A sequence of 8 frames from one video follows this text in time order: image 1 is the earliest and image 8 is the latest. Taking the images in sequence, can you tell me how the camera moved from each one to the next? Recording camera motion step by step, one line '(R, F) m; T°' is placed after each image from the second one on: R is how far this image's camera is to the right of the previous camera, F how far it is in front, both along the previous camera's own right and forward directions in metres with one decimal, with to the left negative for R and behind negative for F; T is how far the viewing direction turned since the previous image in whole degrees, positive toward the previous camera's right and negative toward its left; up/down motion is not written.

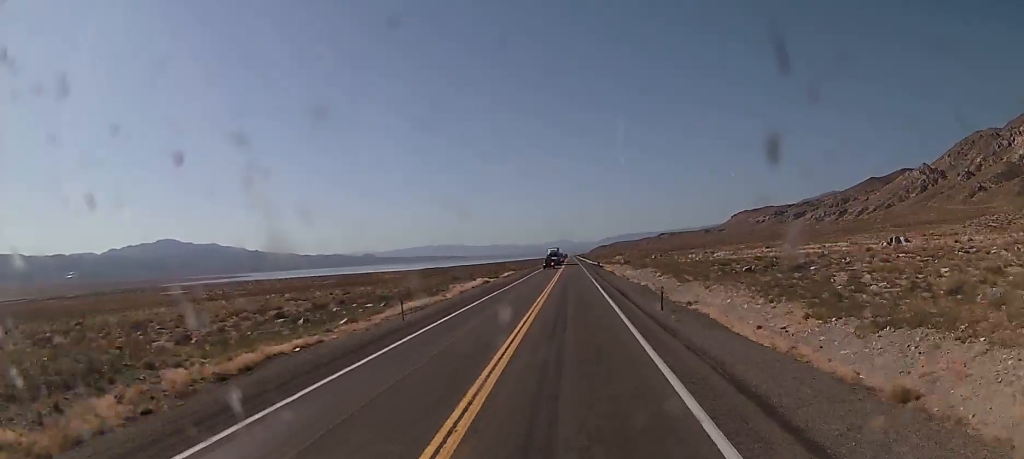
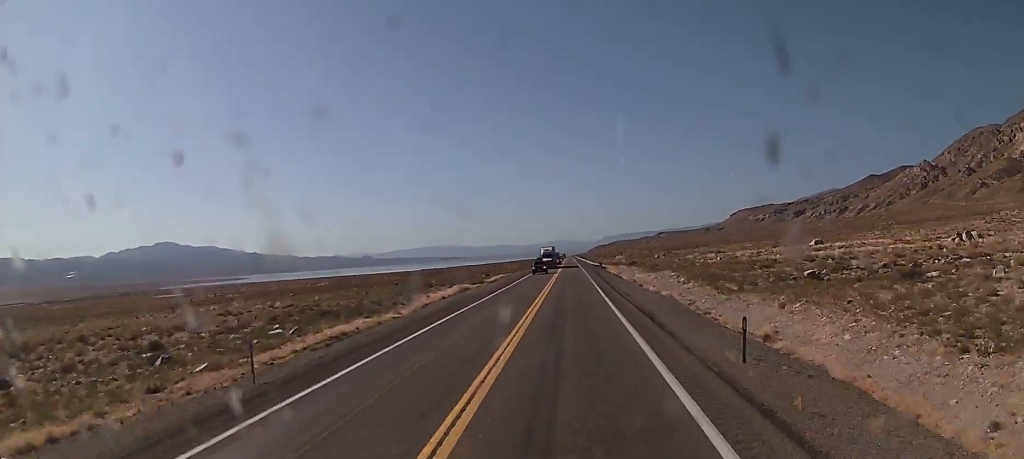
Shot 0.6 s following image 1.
(0.0, +15.2) m; 0°
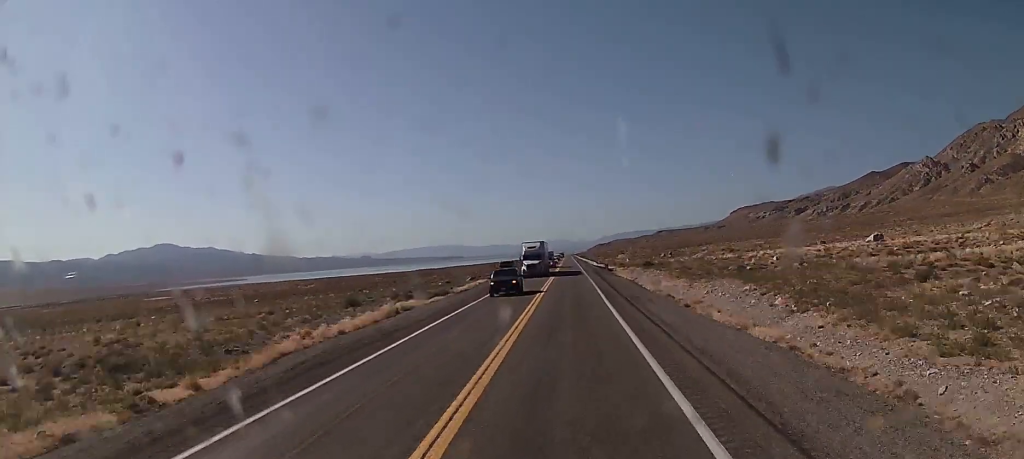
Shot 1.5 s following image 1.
(+0.1, +24.1) m; 0°
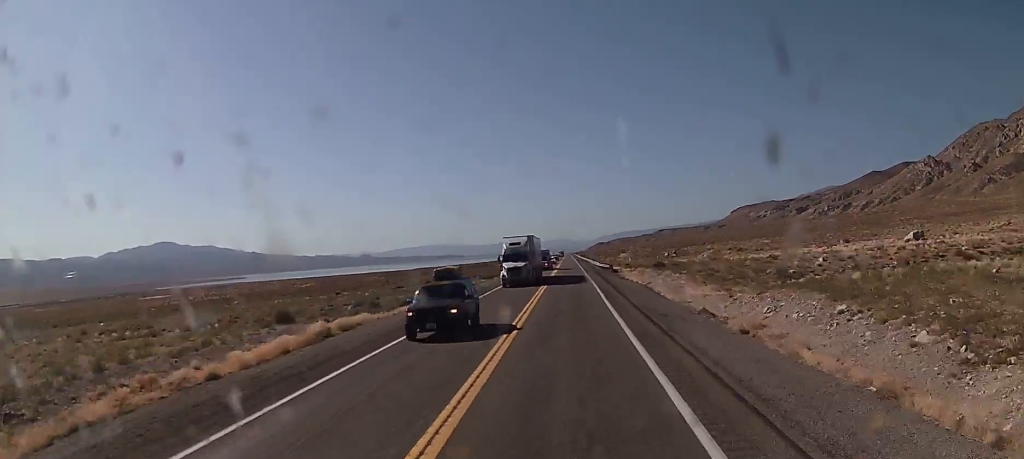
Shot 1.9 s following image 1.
(0.0, +11.6) m; 0°
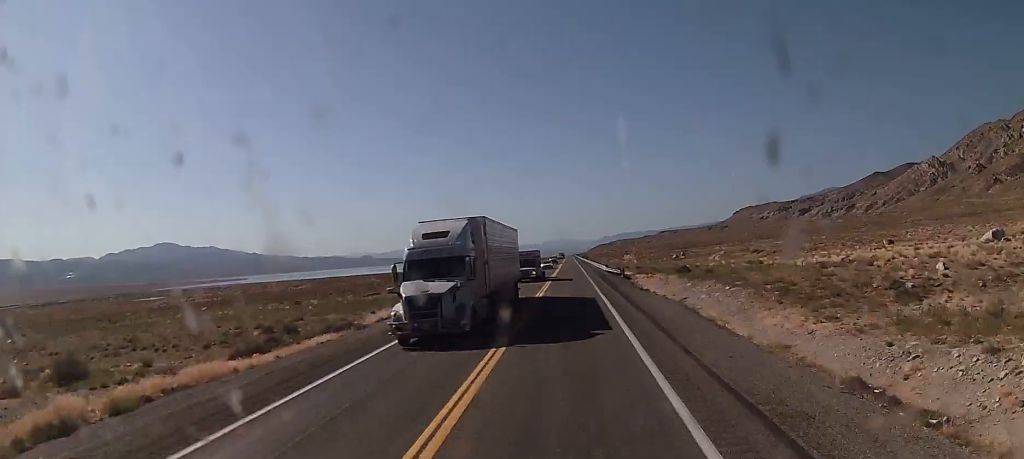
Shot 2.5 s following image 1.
(0.0, +16.9) m; 0°
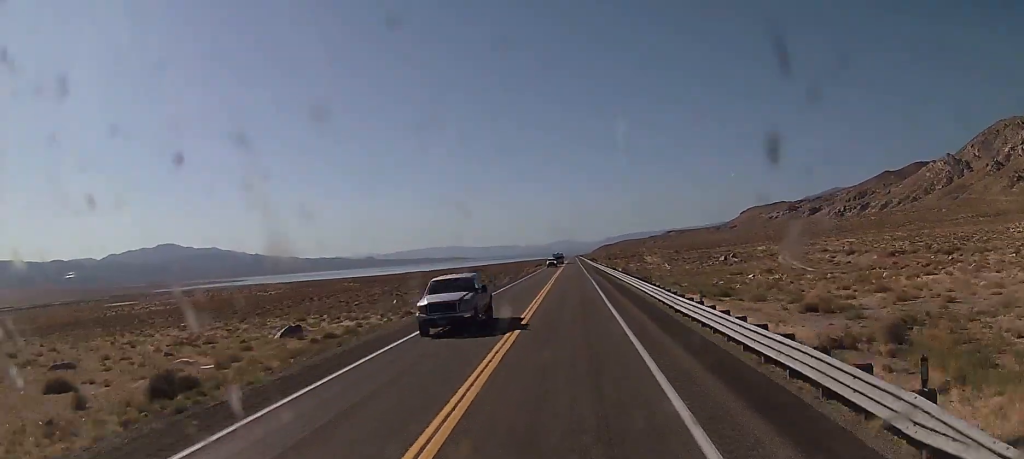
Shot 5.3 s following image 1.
(-0.4, +74.2) m; 0°
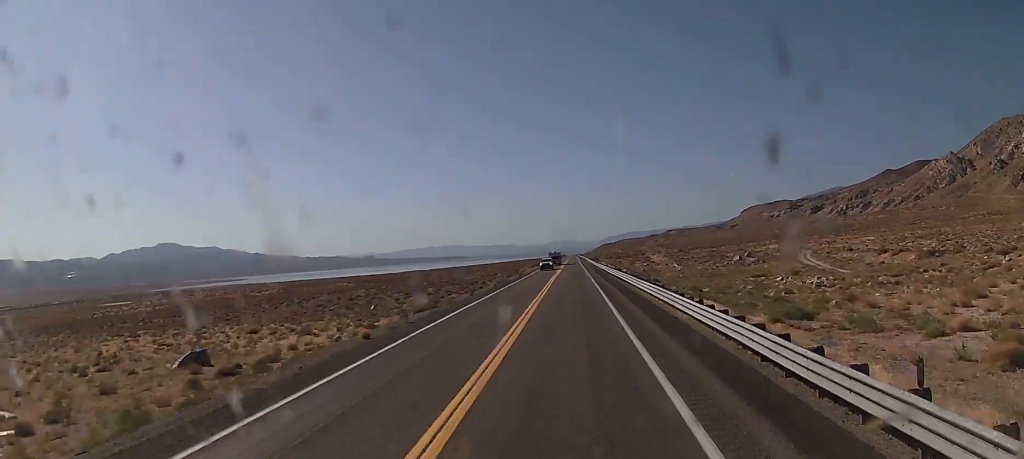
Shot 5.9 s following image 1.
(0.0, +15.1) m; 0°
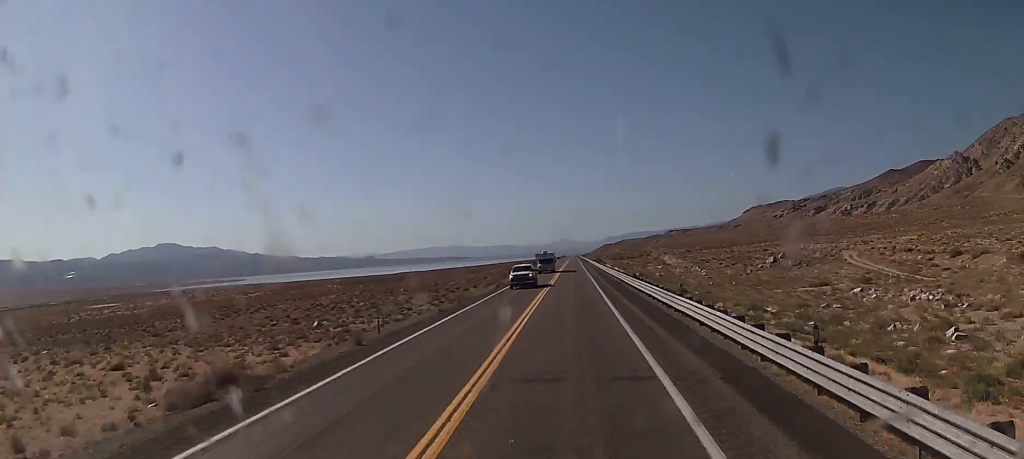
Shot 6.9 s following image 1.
(-0.1, +26.6) m; 0°
